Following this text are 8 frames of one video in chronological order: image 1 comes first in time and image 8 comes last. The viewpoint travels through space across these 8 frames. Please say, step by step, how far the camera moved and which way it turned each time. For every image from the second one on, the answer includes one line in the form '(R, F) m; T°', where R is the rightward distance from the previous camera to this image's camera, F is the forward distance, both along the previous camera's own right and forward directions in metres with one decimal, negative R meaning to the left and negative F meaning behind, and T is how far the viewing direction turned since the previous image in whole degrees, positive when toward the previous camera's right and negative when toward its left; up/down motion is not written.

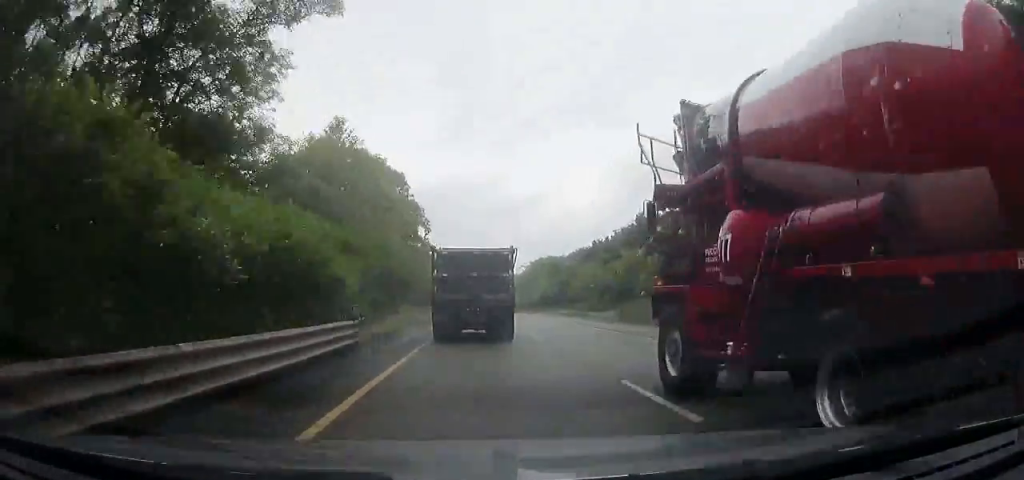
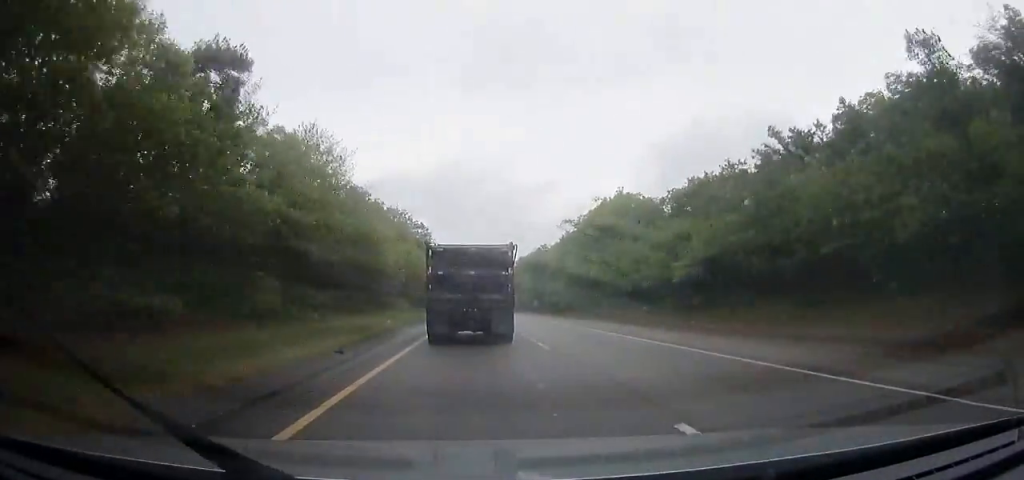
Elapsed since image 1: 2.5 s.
(+0.1, +76.6) m; 0°
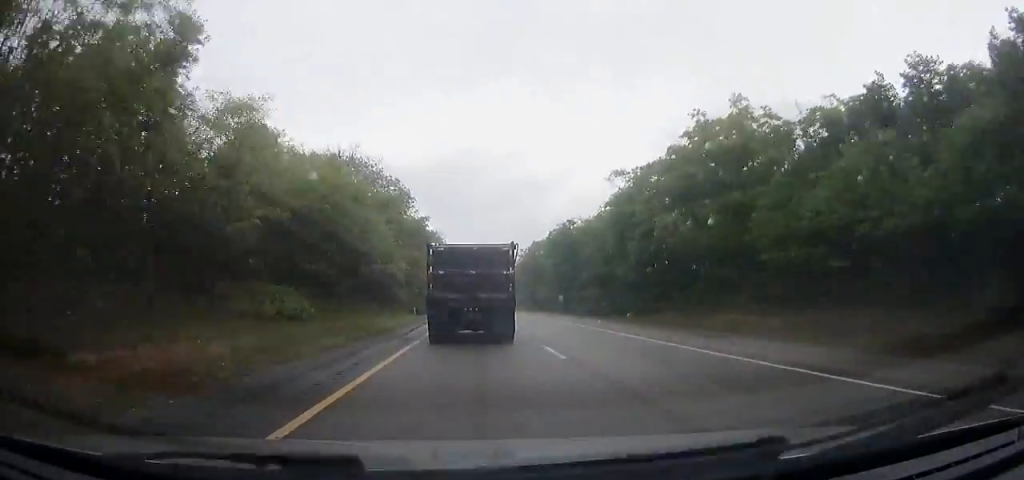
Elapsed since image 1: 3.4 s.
(0.0, +27.4) m; 0°
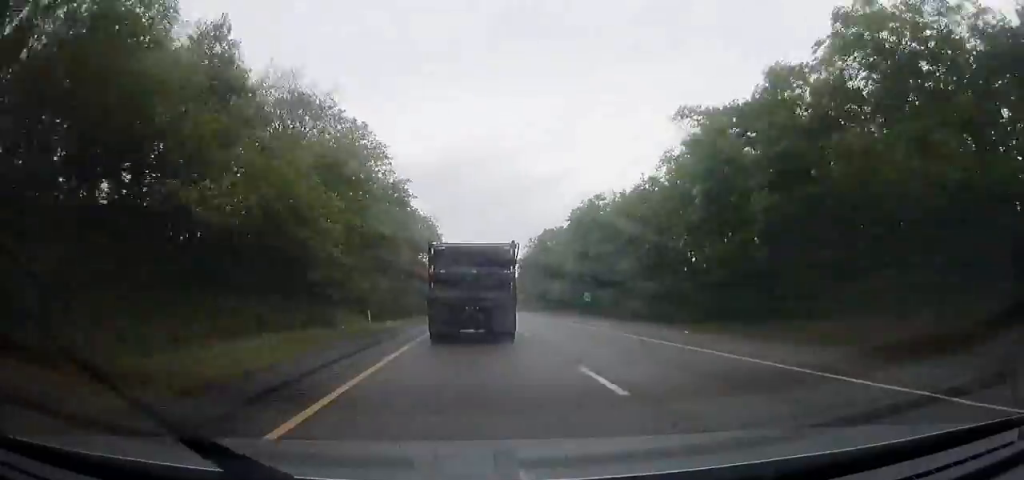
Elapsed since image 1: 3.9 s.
(0.0, +17.1) m; 0°
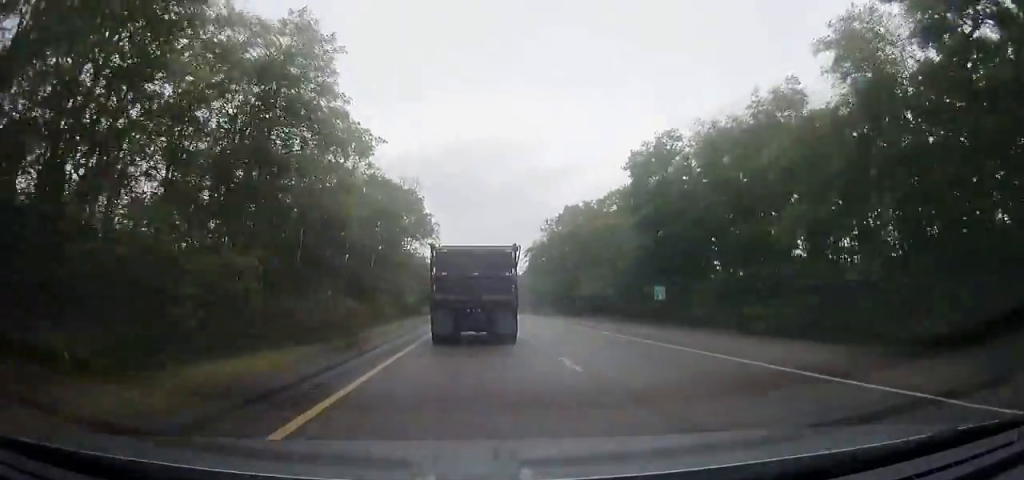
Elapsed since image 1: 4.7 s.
(+0.1, +22.1) m; 0°
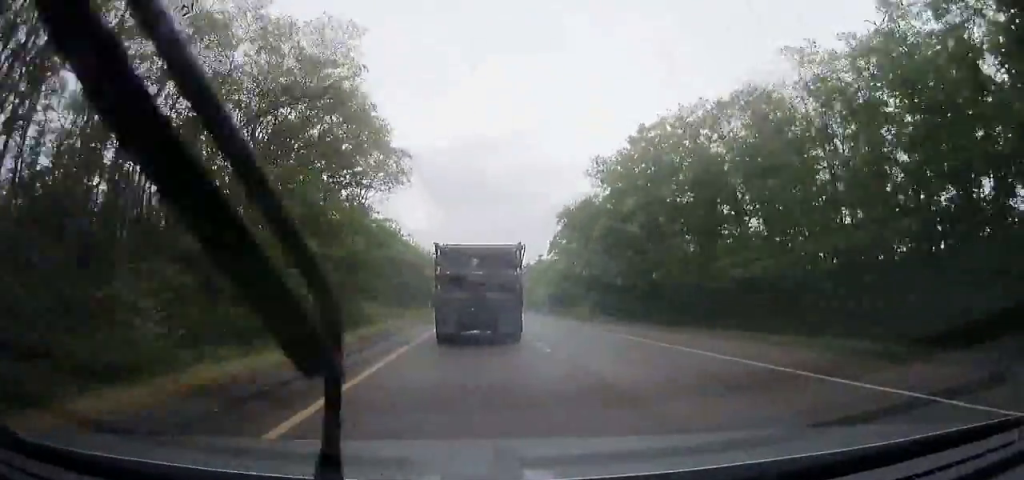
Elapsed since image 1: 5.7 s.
(0.0, +31.2) m; 0°
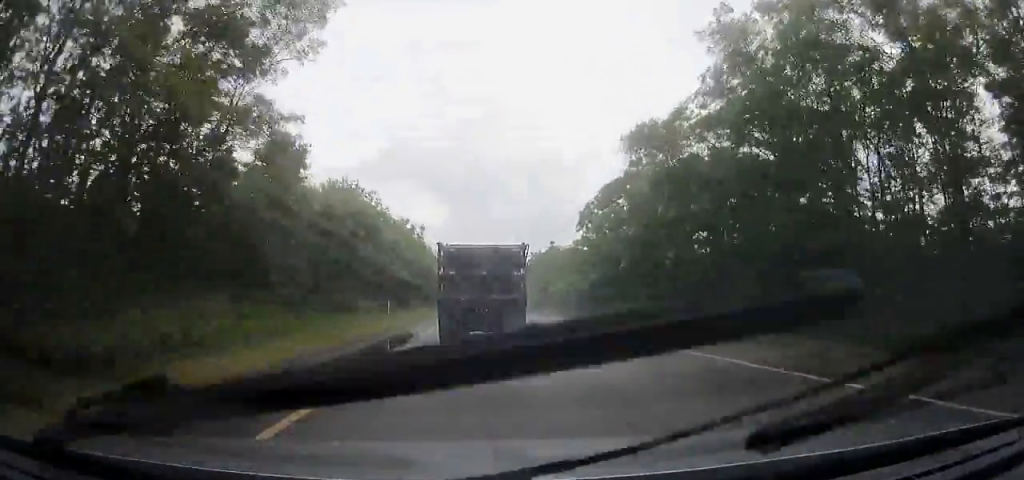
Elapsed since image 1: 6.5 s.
(0.0, +24.2) m; 0°
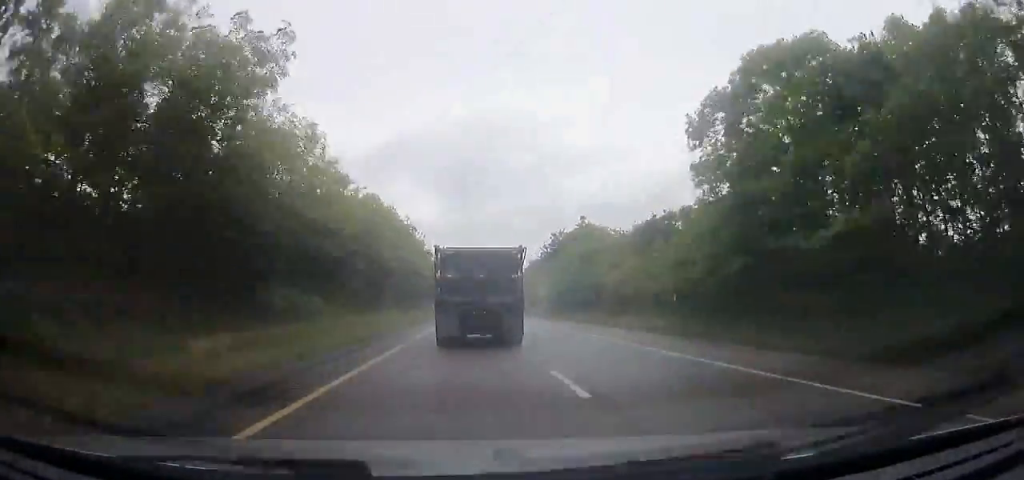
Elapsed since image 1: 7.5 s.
(+0.1, +31.3) m; 0°
